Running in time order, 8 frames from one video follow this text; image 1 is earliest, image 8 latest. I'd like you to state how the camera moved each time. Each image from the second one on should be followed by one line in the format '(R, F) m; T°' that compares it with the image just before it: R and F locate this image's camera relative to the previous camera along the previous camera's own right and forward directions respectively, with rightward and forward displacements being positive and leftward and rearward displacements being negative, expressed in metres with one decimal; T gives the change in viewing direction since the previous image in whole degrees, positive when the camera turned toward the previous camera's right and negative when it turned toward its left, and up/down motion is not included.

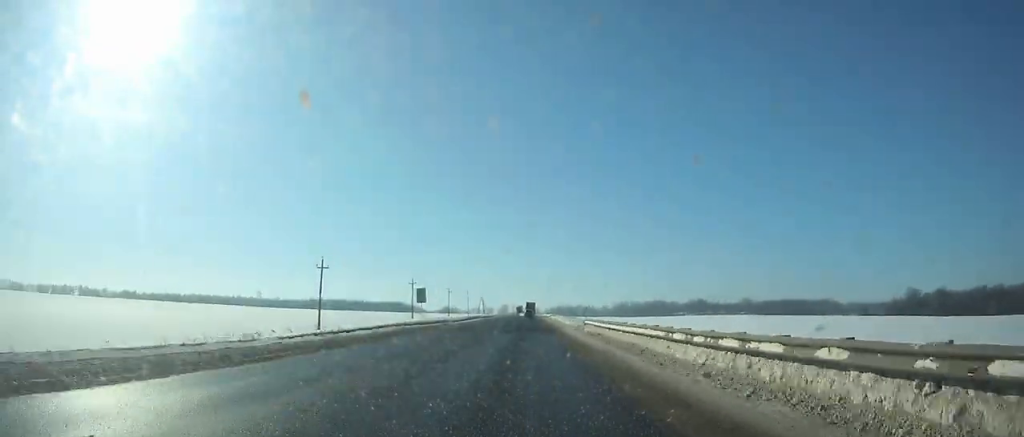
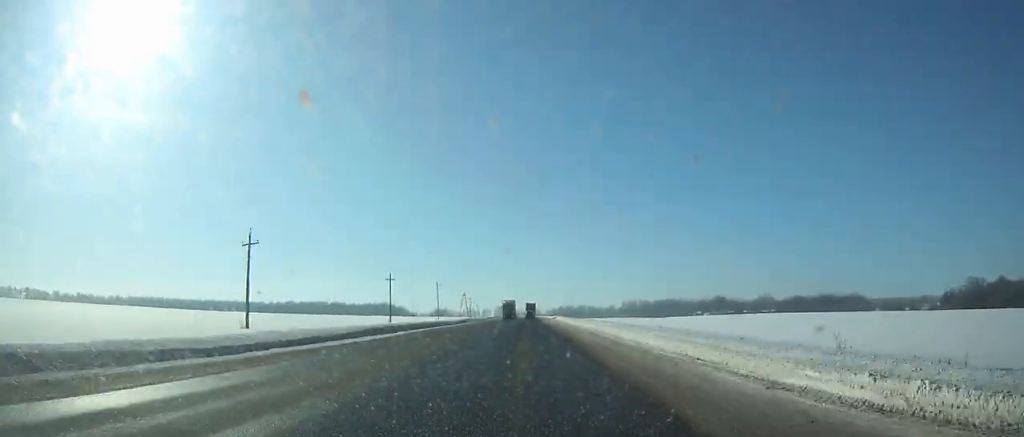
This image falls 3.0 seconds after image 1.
(+0.1, +67.0) m; 0°
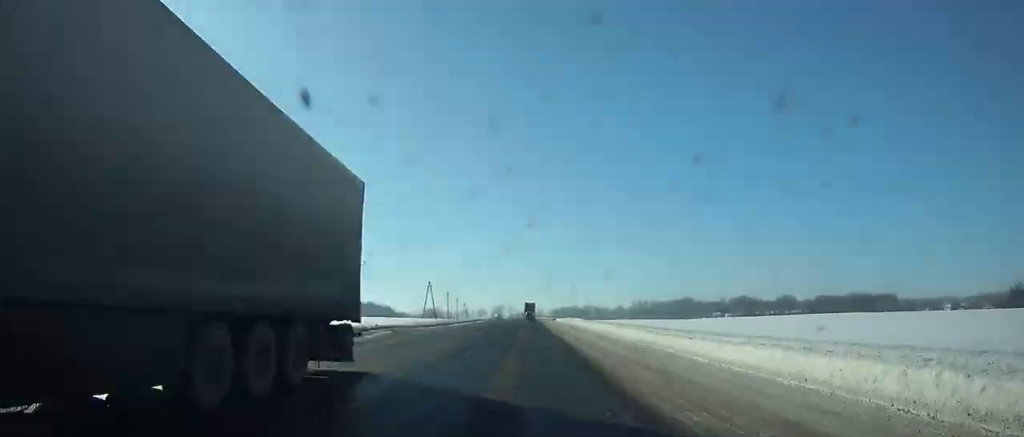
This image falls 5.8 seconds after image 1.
(0.0, +62.4) m; 0°
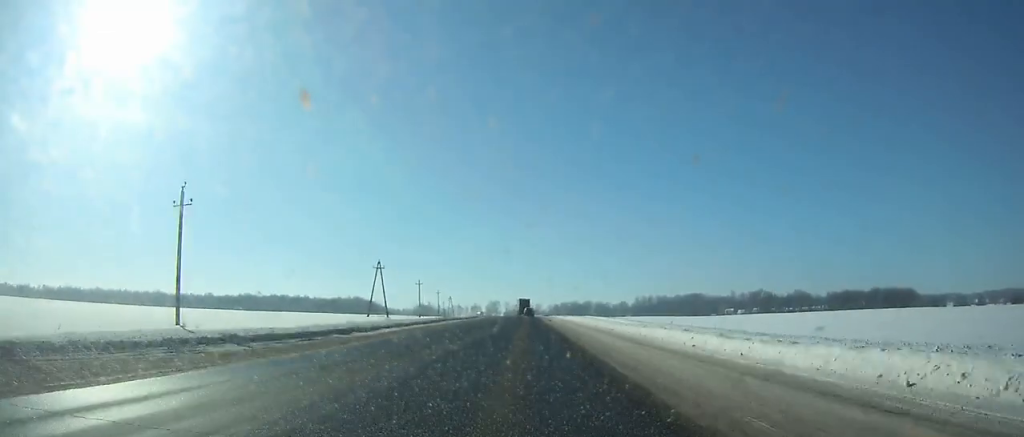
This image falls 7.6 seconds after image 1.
(-0.2, +40.1) m; 0°
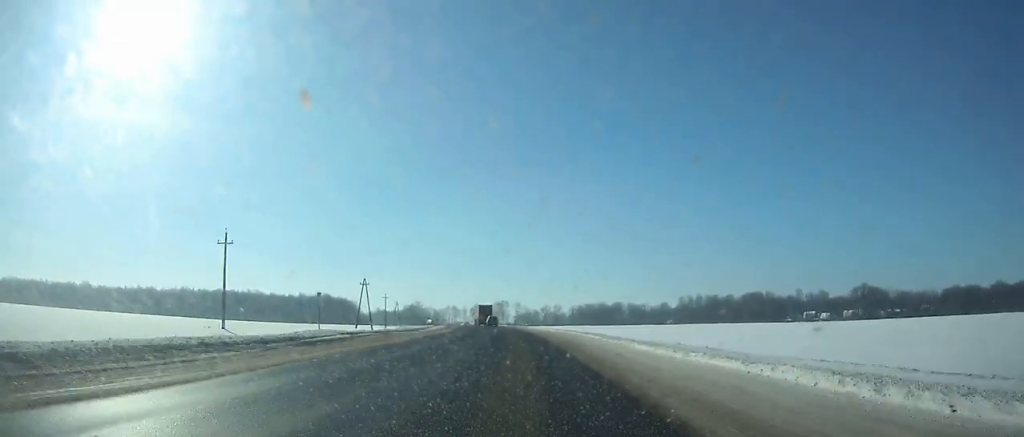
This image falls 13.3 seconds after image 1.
(+0.2, +124.3) m; -2°
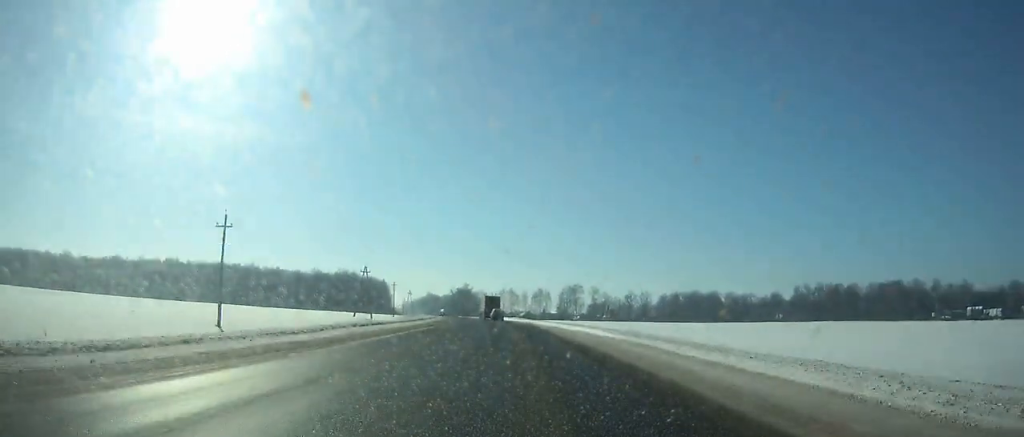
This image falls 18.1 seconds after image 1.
(-6.4, +99.6) m; -7°
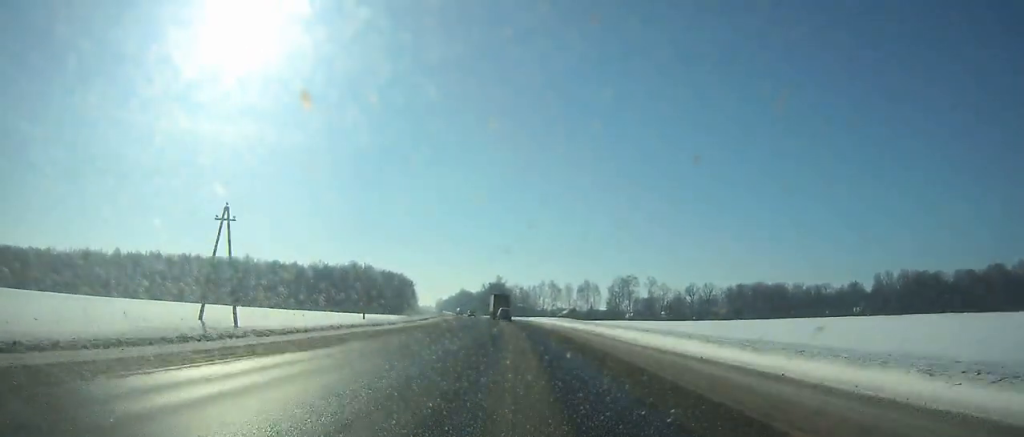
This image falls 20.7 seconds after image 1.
(-1.6, +52.5) m; -3°
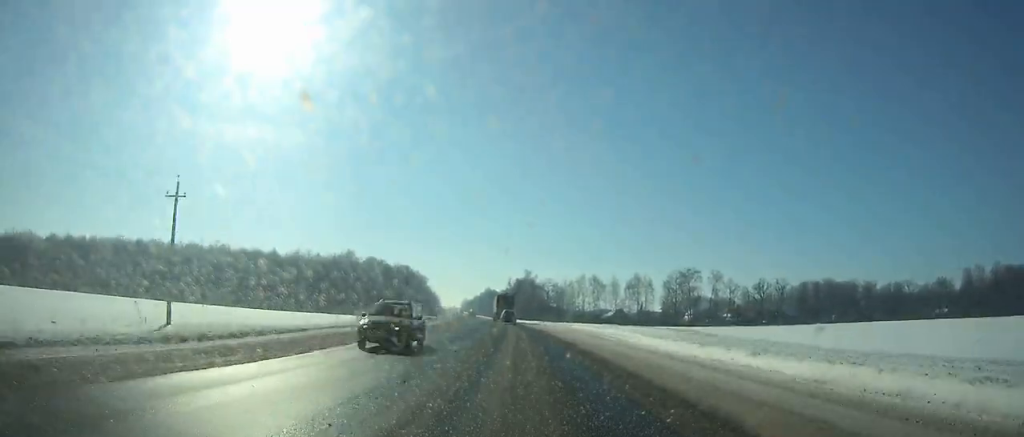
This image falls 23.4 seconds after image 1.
(-1.5, +53.6) m; -3°
